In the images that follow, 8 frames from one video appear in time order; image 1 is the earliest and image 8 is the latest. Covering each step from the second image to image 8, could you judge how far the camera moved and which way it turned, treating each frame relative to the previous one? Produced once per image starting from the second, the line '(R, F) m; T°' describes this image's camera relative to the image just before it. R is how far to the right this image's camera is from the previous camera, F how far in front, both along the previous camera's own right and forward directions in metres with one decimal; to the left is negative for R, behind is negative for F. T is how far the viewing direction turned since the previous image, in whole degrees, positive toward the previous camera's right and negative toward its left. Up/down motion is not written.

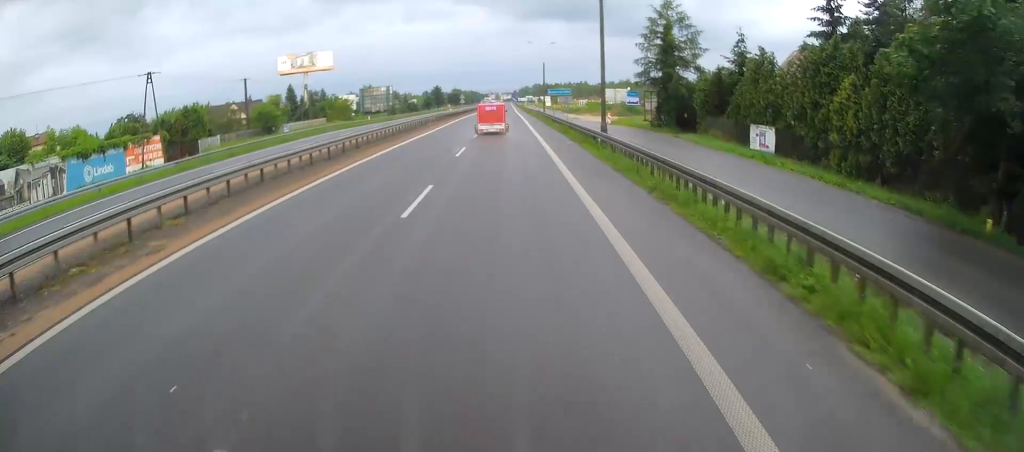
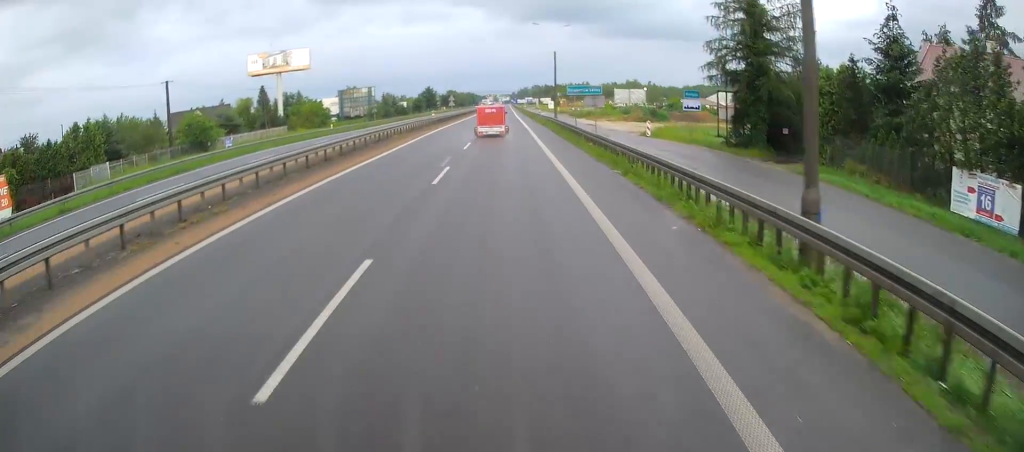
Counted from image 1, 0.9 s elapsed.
(0.0, +19.2) m; -1°
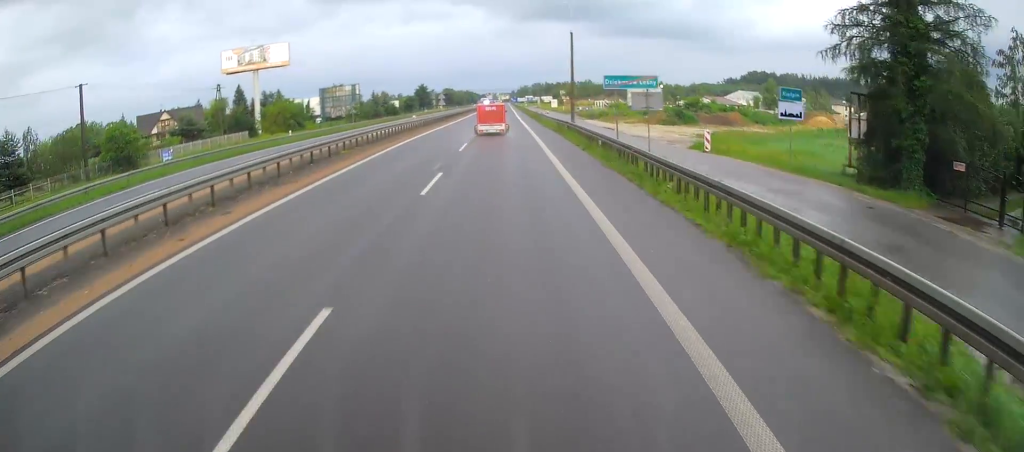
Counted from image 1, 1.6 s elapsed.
(-0.2, +14.0) m; 0°
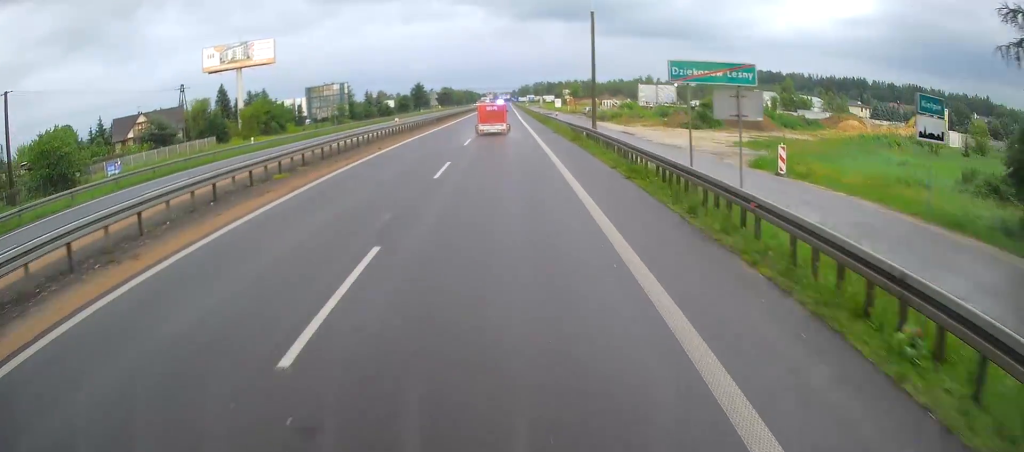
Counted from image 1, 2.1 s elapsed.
(-0.2, +9.2) m; 0°
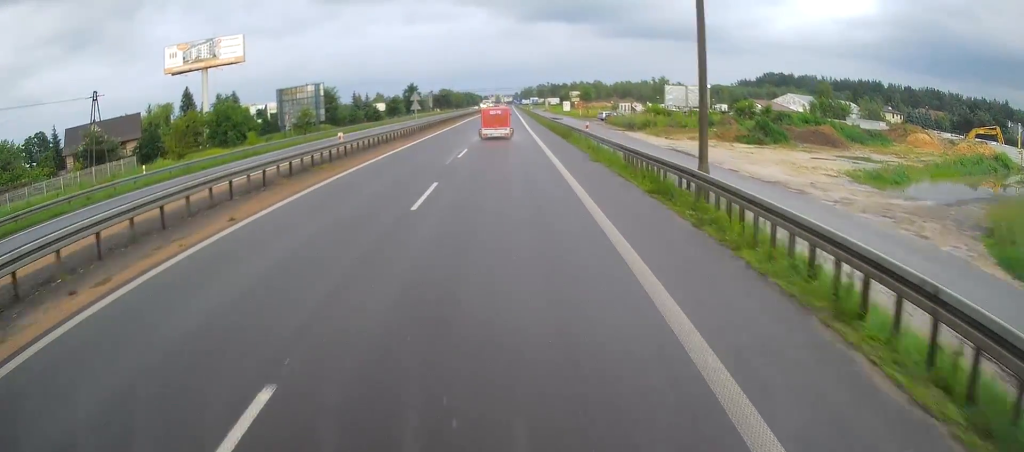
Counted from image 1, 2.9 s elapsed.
(+0.3, +16.6) m; +1°
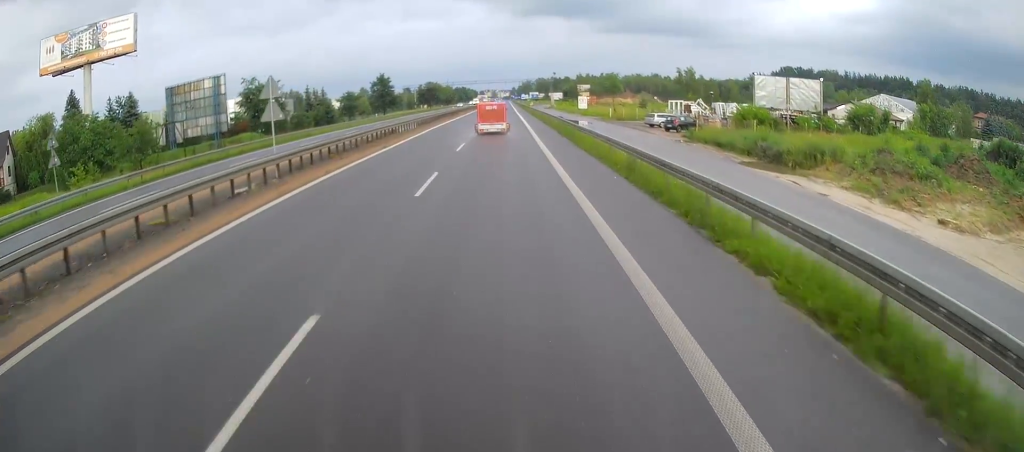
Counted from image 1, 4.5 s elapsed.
(+0.2, +34.7) m; 0°
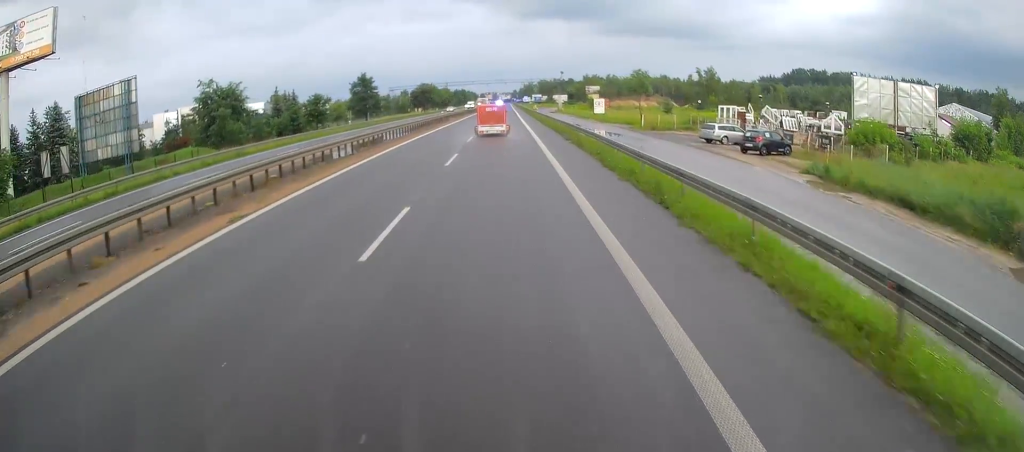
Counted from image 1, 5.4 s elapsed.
(+0.1, +17.2) m; 0°
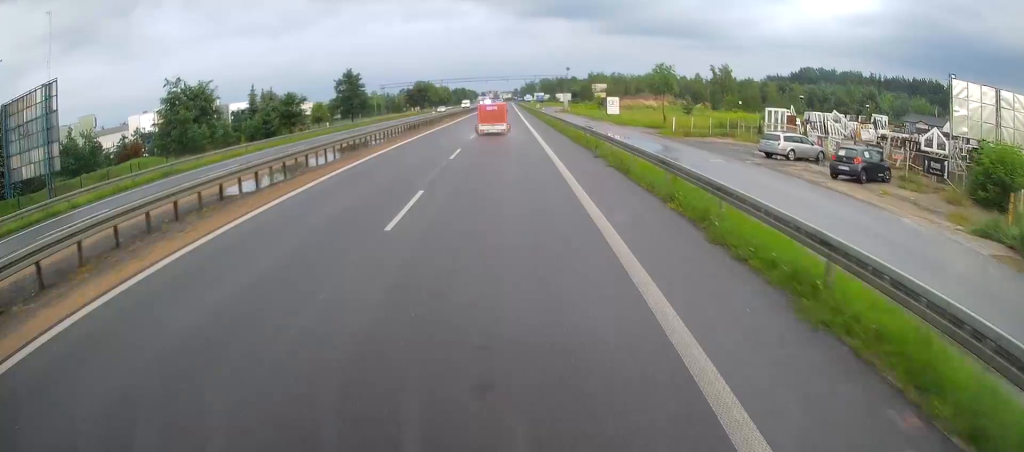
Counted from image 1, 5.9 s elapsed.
(-0.2, +10.3) m; 0°
